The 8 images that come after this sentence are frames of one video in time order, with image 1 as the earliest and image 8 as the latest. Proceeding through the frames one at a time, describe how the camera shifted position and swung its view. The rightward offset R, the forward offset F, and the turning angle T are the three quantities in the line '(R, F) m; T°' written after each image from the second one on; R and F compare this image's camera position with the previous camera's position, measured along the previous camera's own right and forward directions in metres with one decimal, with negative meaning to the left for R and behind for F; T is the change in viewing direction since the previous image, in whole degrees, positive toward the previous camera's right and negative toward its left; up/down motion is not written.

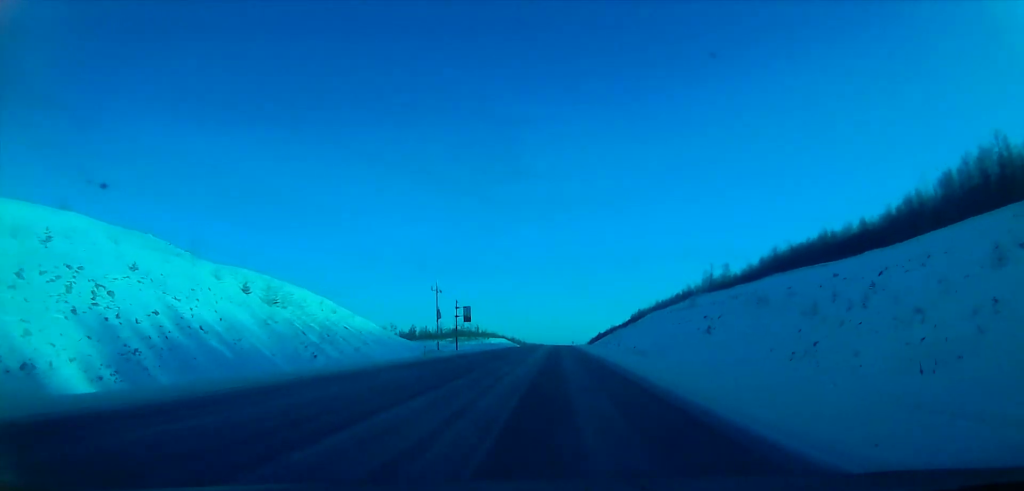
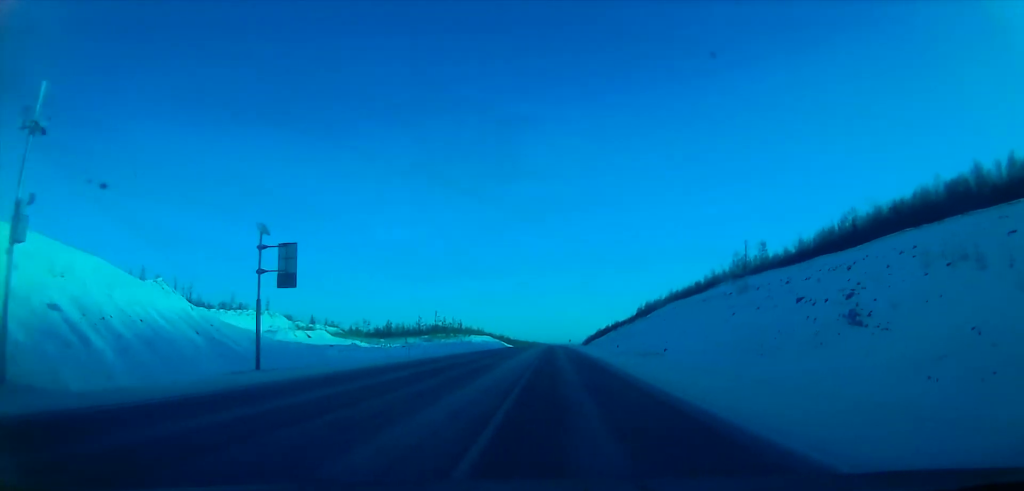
(+1.7, +51.3) m; +2°
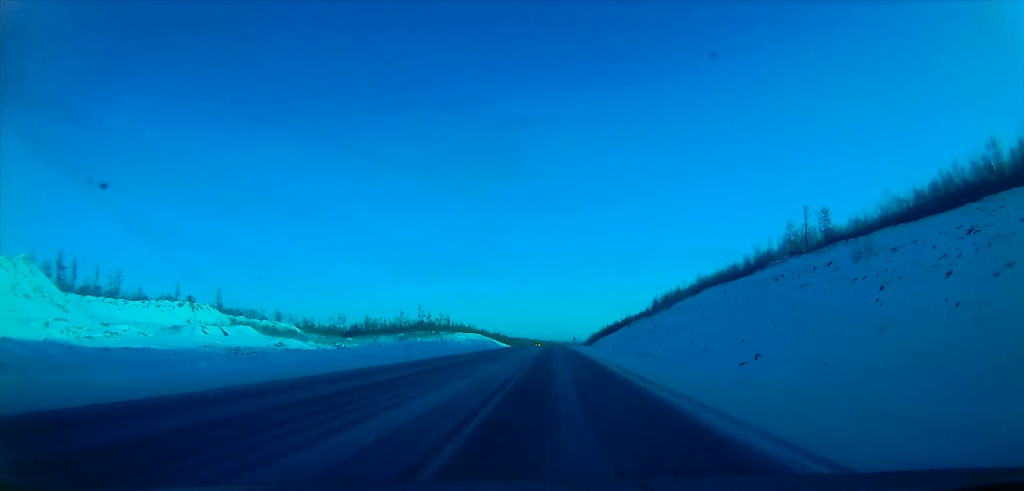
(-0.4, +49.2) m; +1°
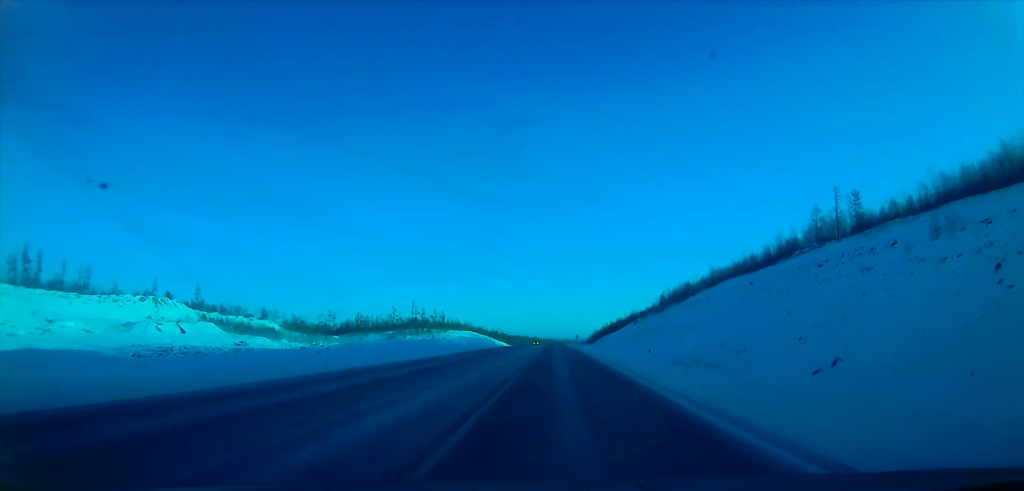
(+0.7, +17.3) m; 0°
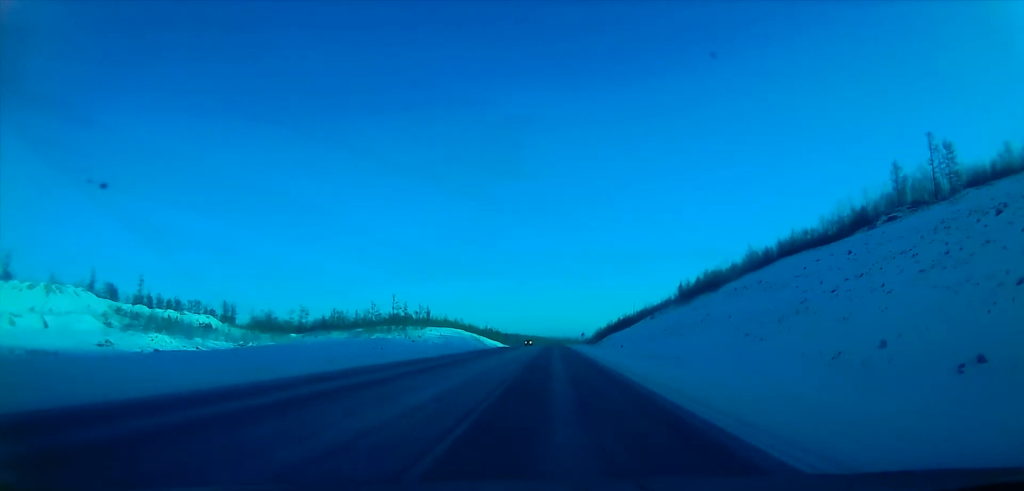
(-0.9, +38.4) m; 0°
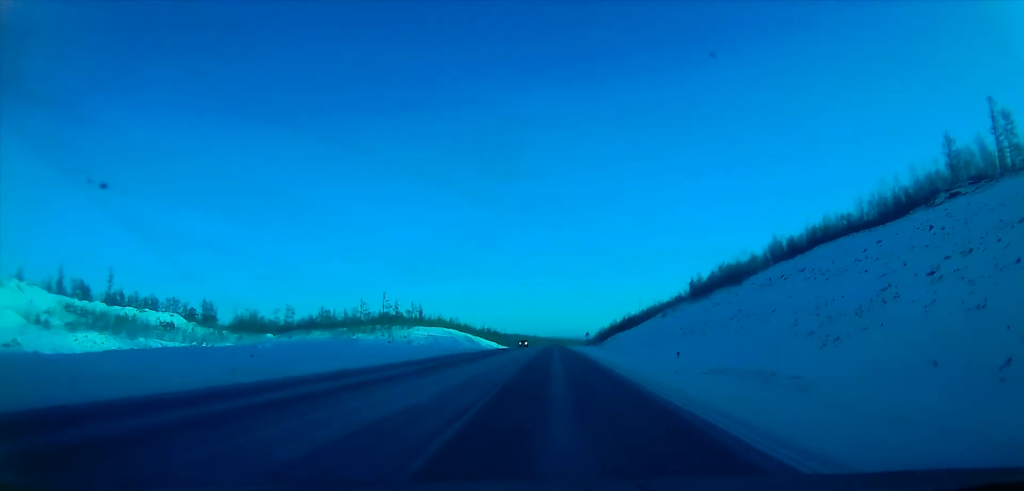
(+0.4, +17.6) m; 0°
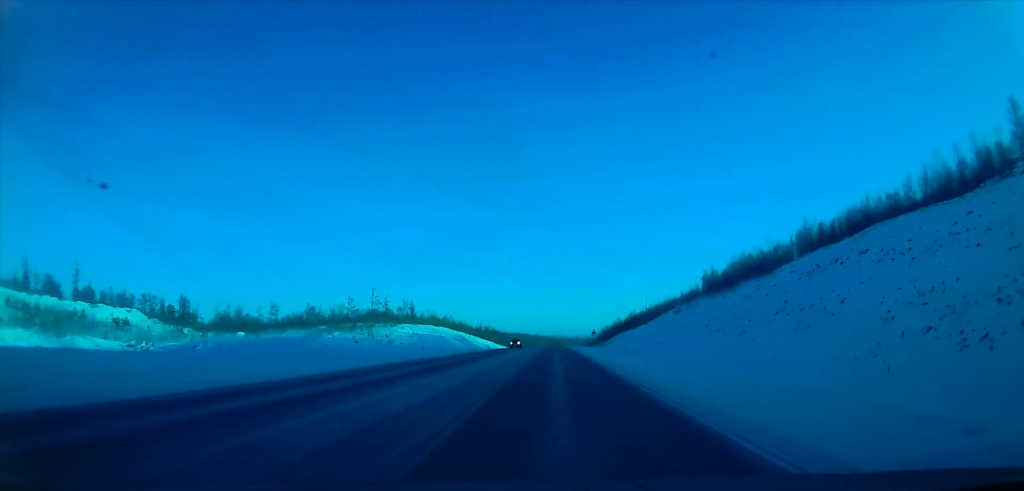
(+0.7, +17.7) m; 0°
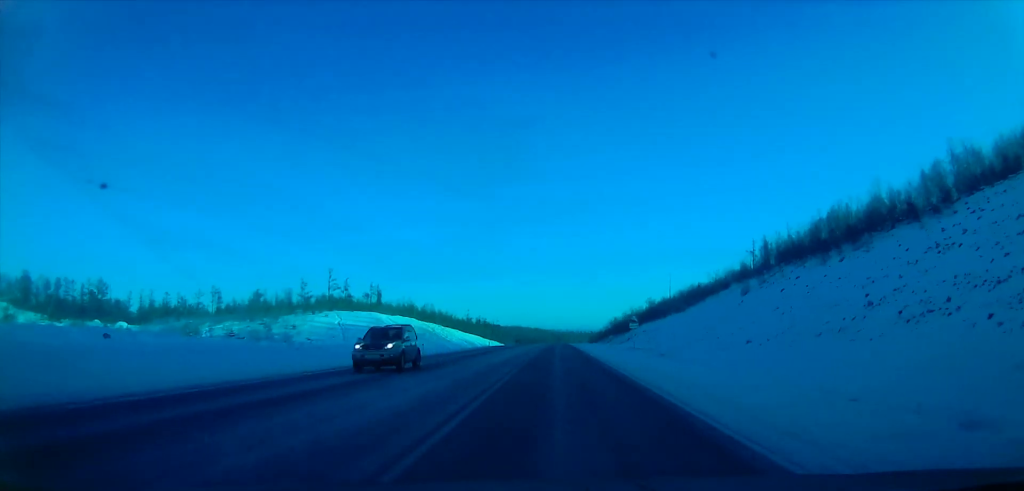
(-1.3, +51.5) m; -2°
